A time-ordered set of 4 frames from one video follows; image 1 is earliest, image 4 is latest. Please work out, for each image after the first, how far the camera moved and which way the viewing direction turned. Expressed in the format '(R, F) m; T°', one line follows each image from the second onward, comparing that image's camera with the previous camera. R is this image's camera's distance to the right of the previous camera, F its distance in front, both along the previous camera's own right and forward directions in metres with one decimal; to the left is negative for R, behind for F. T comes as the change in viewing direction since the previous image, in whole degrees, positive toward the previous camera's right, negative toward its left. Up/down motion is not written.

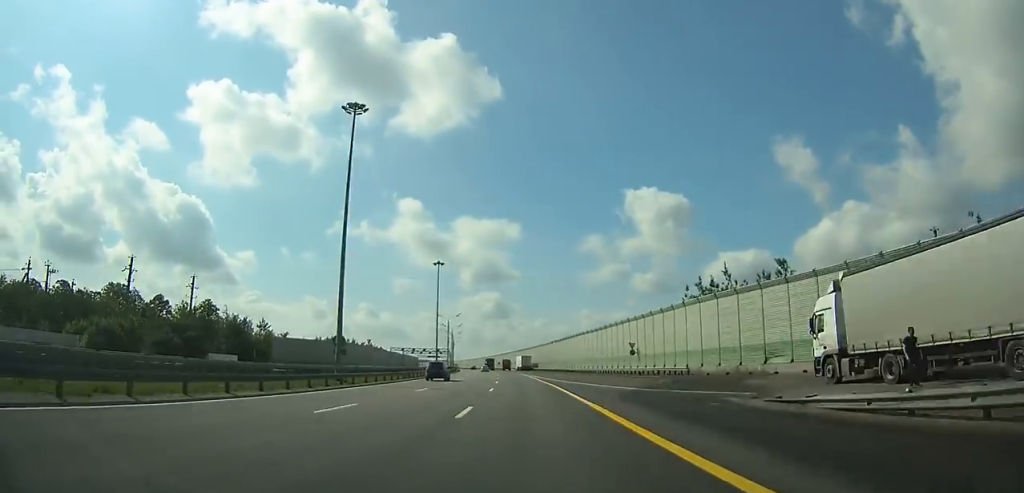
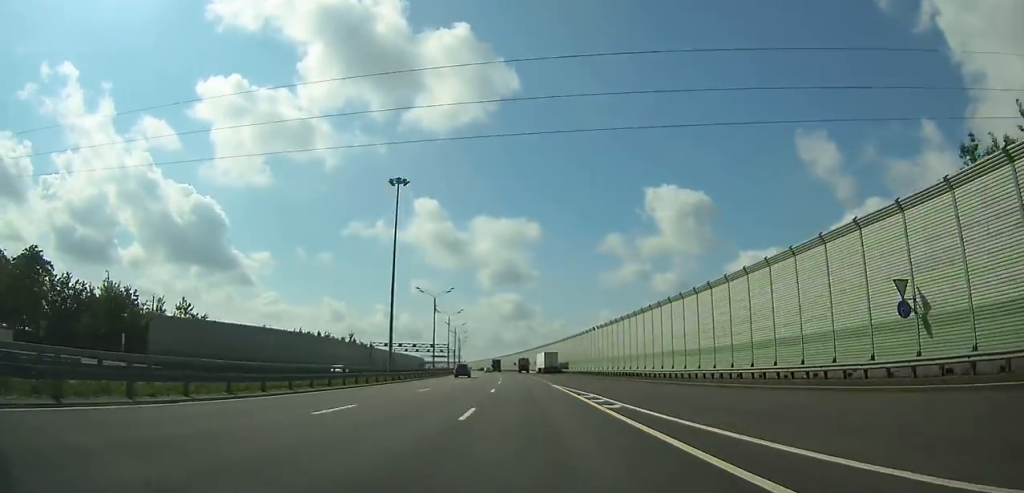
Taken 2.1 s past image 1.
(-1.1, +49.6) m; -2°
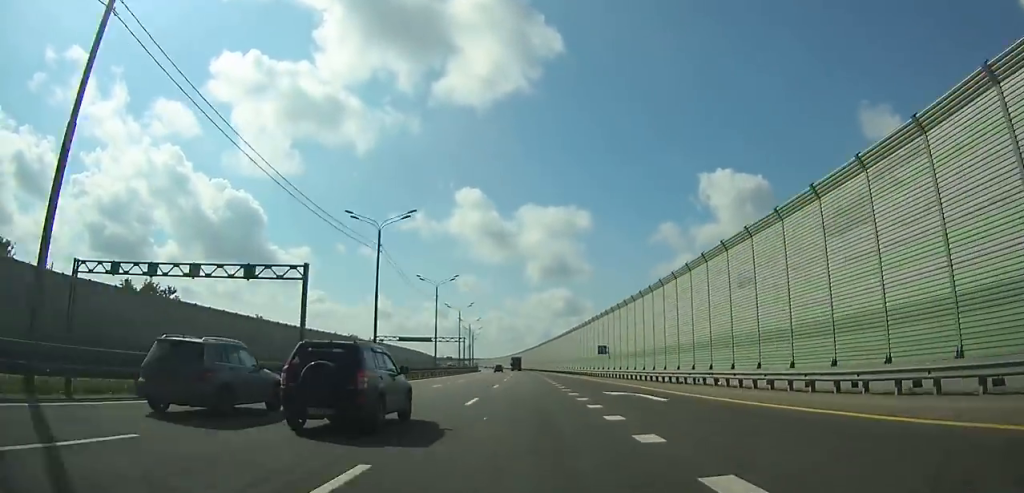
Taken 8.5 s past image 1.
(-6.5, +156.3) m; -4°
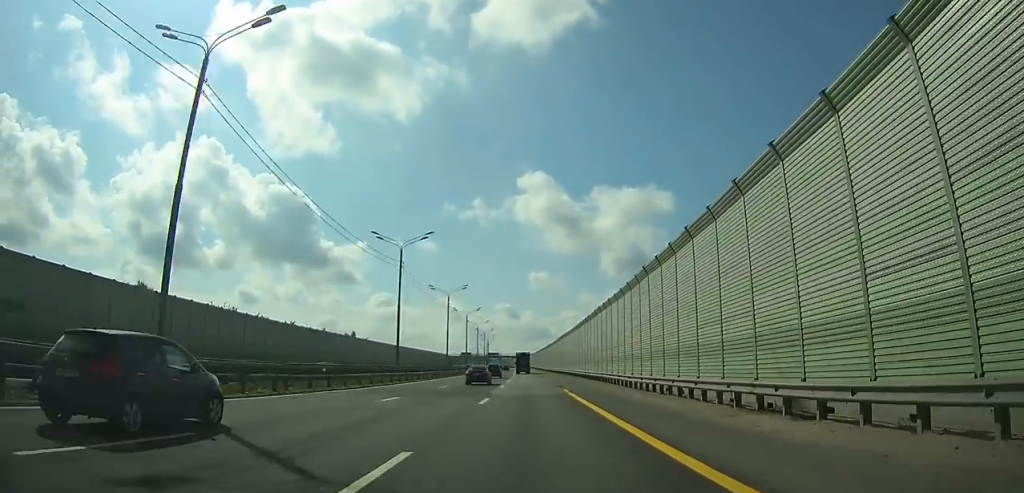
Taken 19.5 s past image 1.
(-17.9, +287.5) m; -7°
